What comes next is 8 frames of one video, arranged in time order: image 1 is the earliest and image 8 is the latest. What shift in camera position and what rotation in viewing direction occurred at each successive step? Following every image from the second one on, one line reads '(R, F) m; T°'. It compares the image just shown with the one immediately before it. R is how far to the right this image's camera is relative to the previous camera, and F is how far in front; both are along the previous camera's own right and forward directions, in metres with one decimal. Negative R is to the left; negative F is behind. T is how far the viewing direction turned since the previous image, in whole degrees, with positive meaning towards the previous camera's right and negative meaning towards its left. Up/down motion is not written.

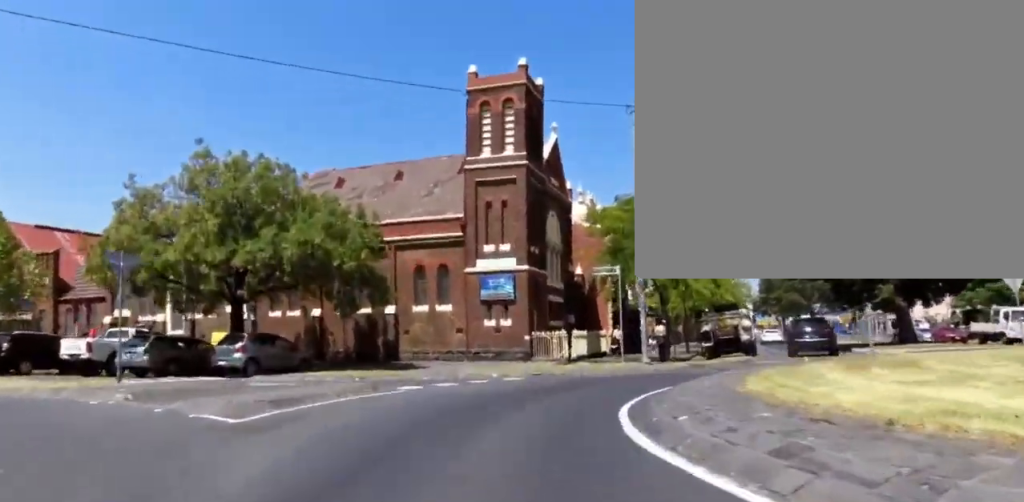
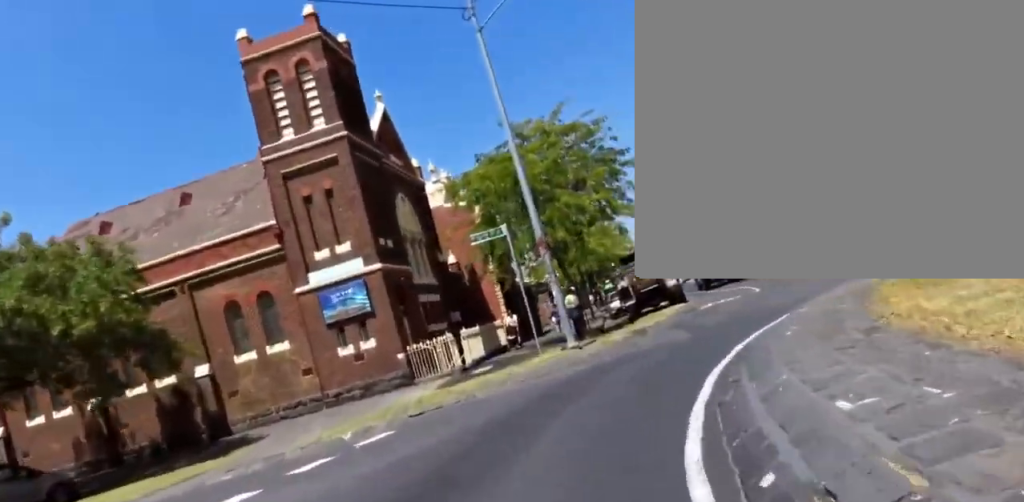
(+0.4, +6.5) m; +8°
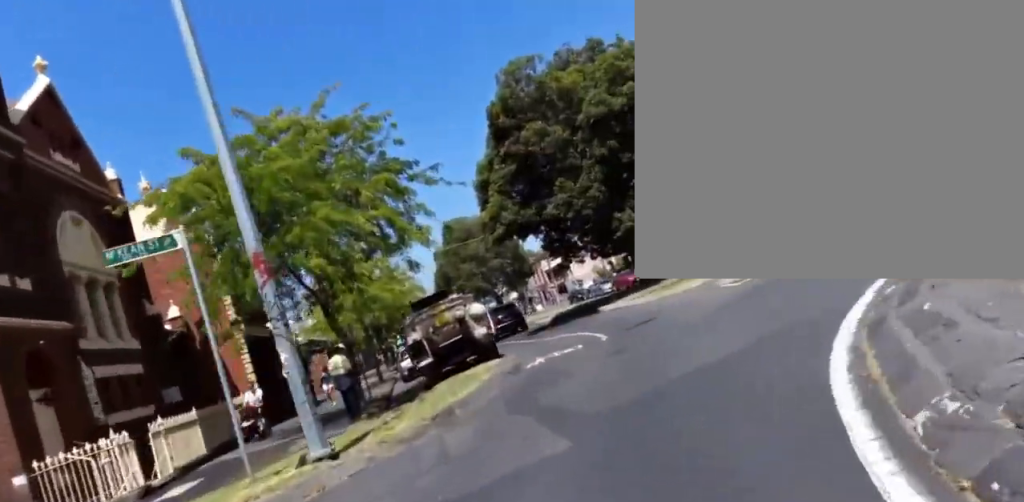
(+0.8, +5.9) m; +5°
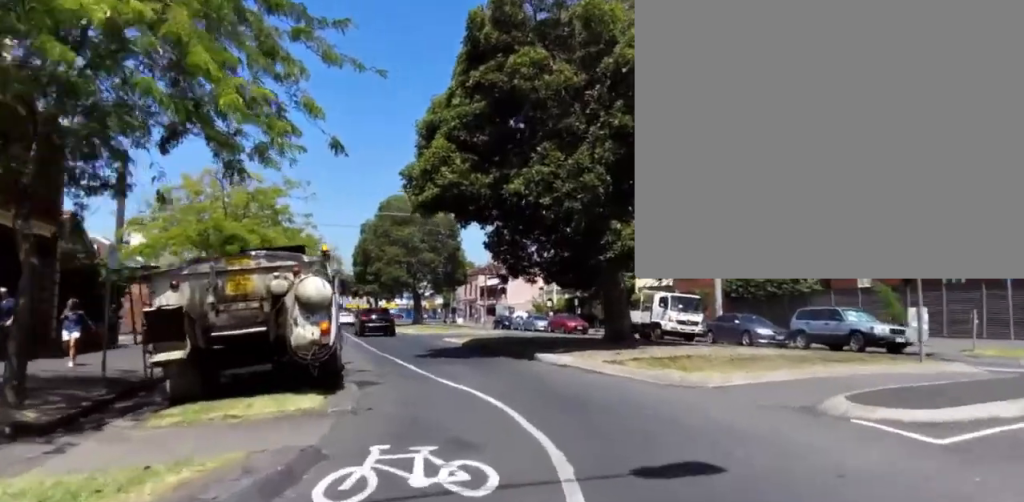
(-0.4, +8.1) m; -3°
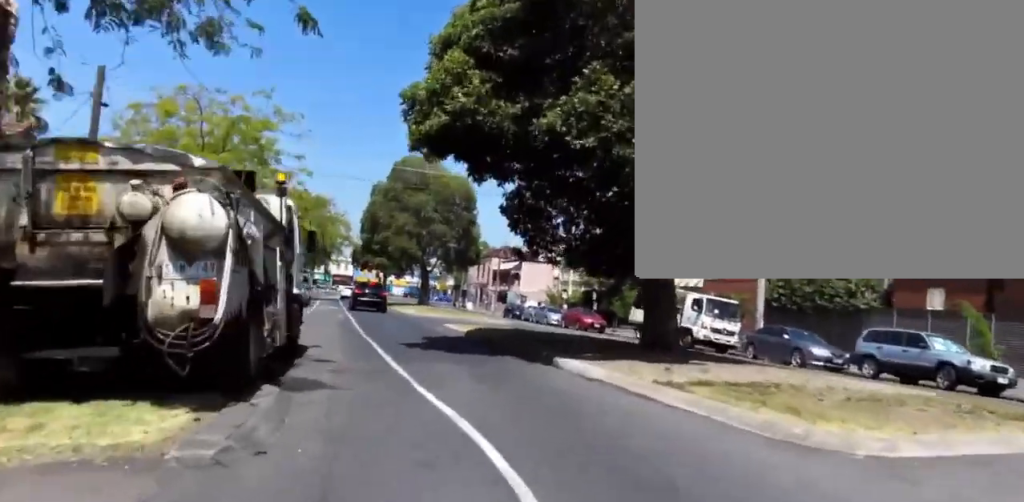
(0.0, +3.4) m; 0°
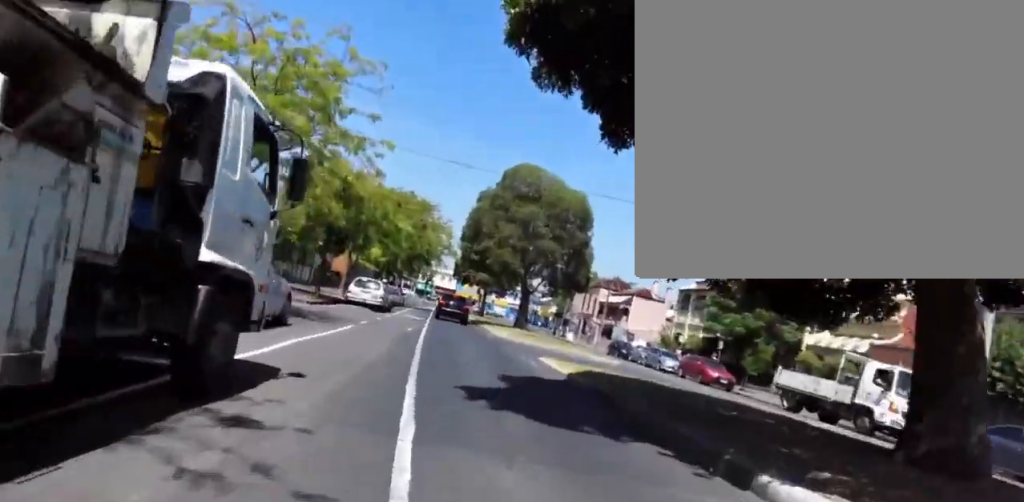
(0.0, +5.6) m; 0°
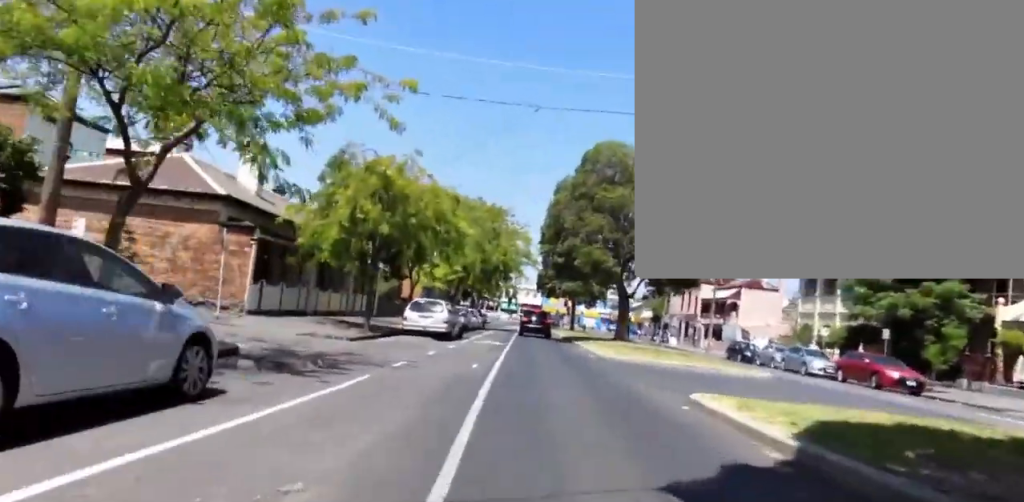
(0.0, +6.7) m; 0°
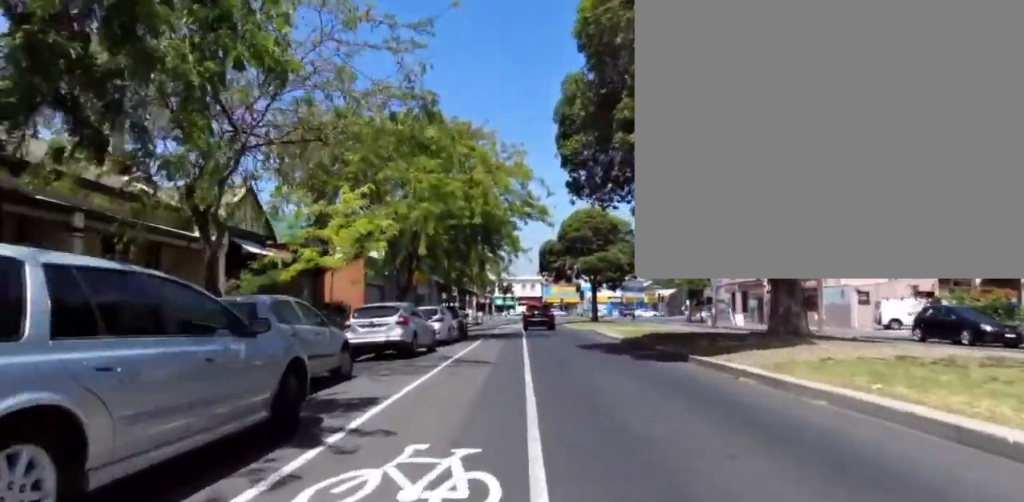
(-2.1, +19.6) m; -5°
